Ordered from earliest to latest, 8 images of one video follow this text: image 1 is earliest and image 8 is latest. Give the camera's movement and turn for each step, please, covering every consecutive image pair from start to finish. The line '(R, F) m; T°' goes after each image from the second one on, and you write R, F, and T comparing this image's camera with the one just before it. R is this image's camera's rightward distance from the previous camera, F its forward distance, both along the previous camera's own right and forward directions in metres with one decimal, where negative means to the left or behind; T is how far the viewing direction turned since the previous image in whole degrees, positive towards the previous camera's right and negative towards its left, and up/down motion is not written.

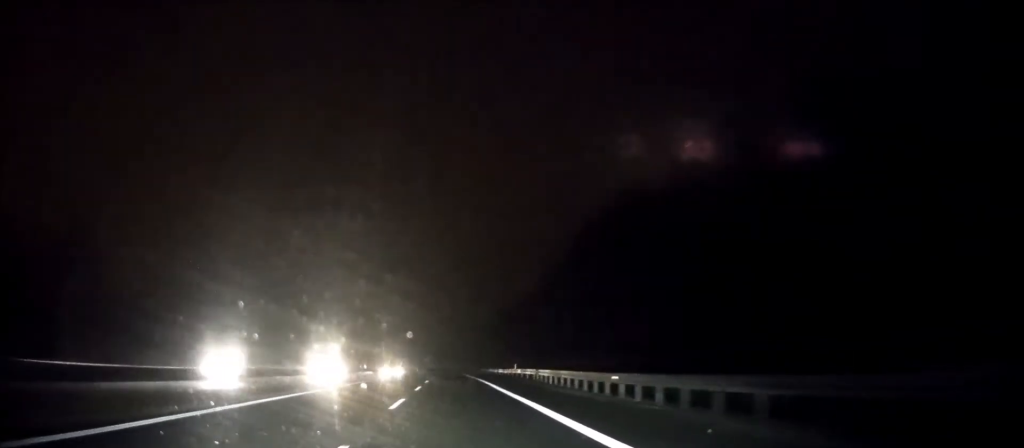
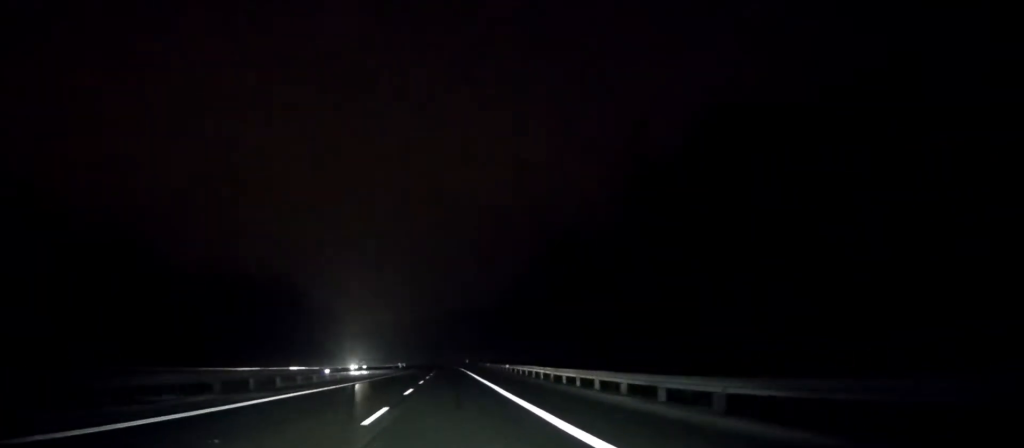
(+0.1, +51.4) m; 0°
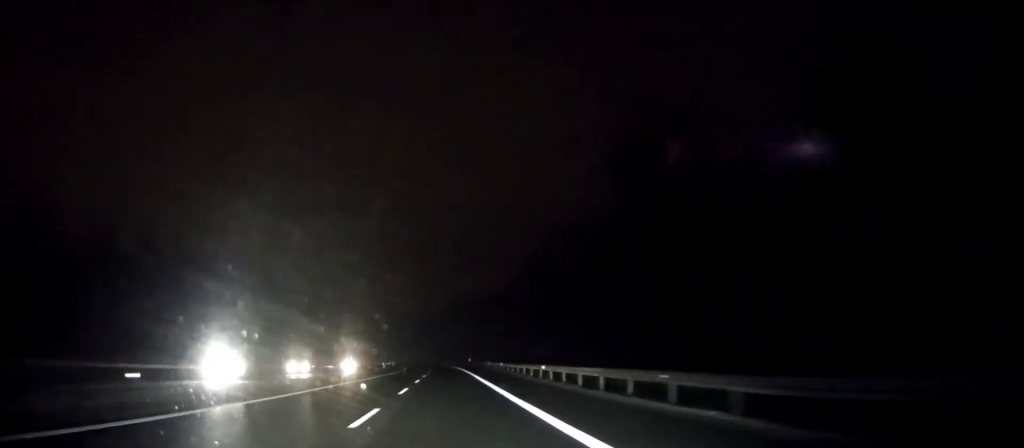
(-0.1, +24.8) m; 0°
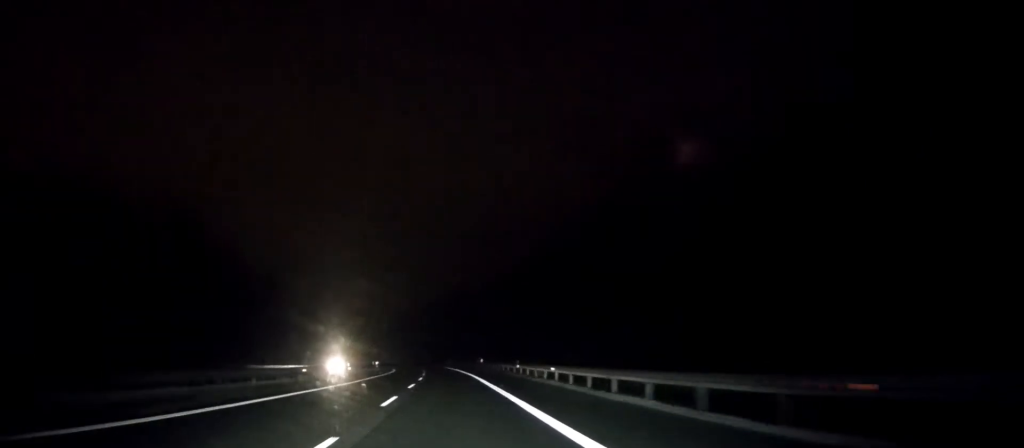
(0.0, +30.0) m; 0°
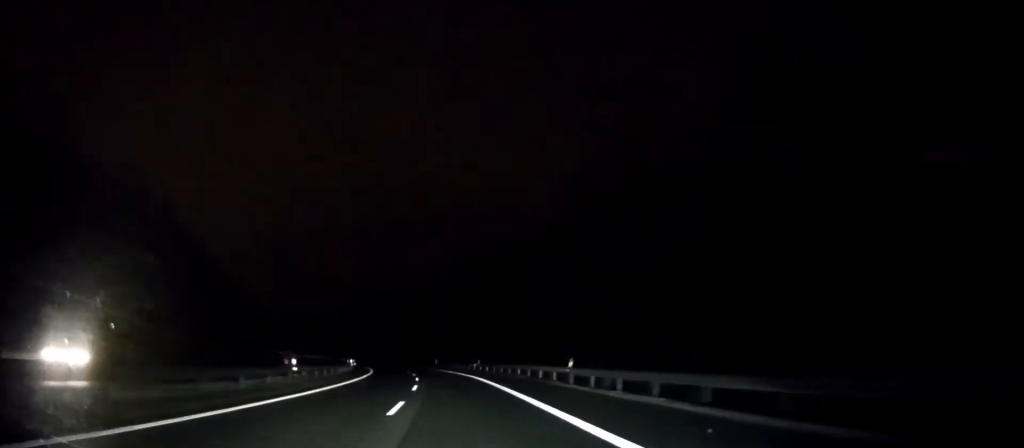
(-0.2, +50.6) m; -1°
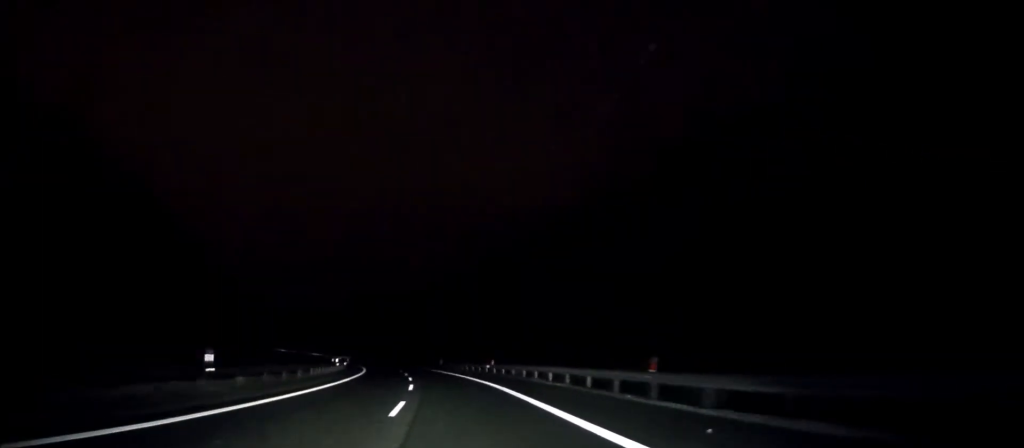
(-0.1, +12.0) m; 0°
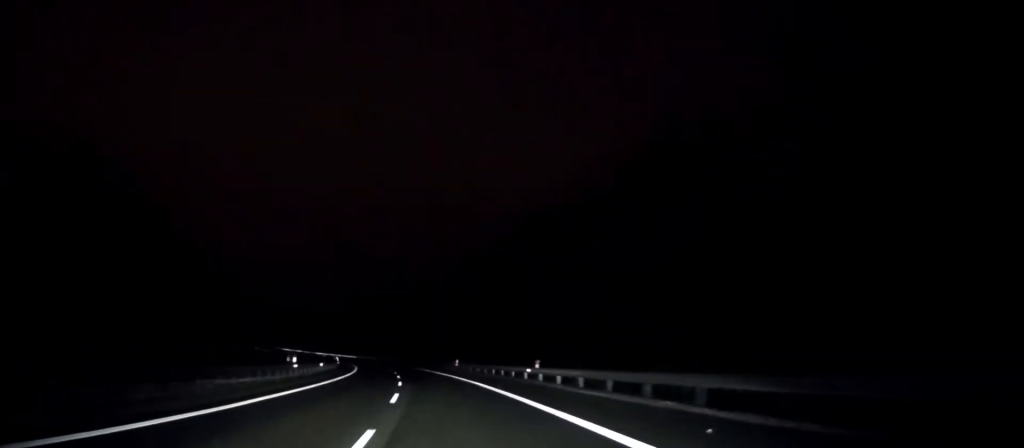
(-0.1, +19.7) m; -1°
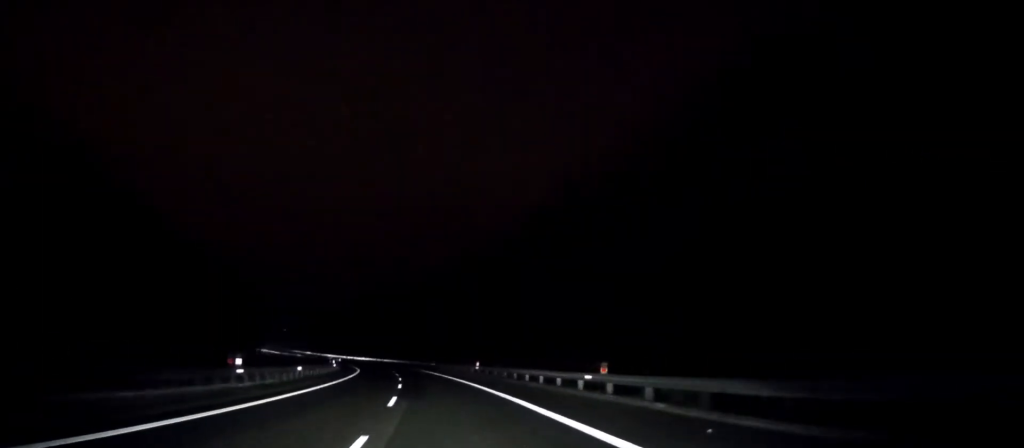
(0.0, +12.0) m; 0°
